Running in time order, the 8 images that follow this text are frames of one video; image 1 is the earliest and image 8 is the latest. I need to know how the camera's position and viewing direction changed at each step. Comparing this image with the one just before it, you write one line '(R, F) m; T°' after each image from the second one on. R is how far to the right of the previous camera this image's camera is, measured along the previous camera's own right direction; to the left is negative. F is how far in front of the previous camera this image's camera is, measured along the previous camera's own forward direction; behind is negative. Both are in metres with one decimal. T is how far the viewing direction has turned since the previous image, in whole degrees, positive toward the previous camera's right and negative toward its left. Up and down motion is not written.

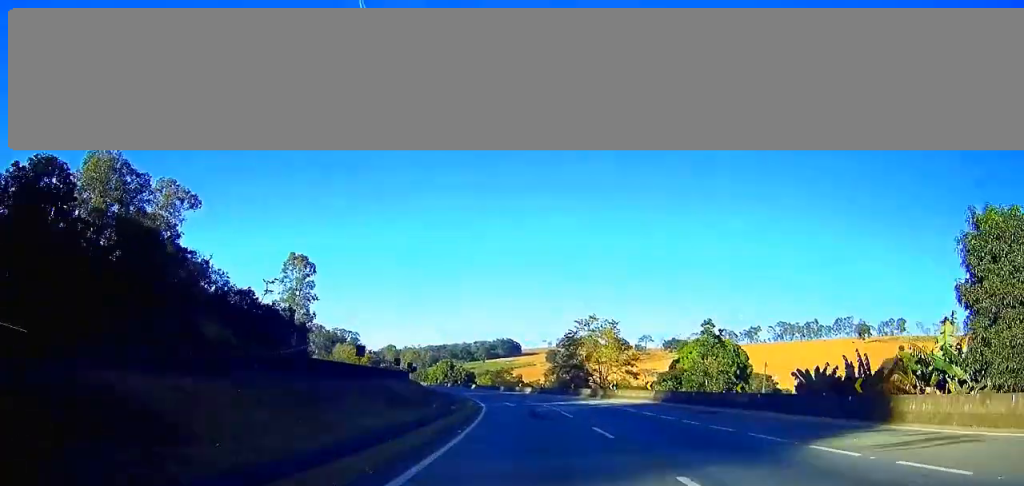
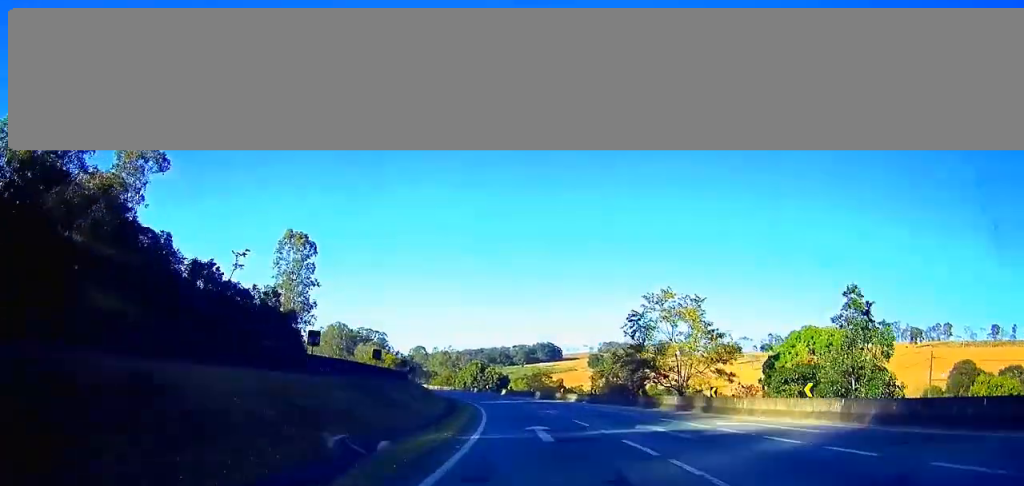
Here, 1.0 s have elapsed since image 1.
(-0.8, +26.9) m; -3°
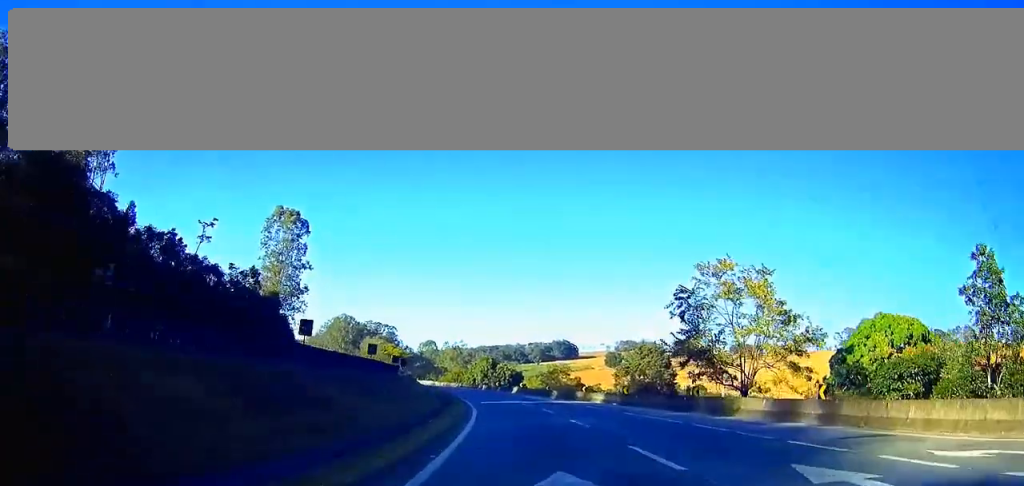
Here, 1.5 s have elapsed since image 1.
(-0.4, +14.5) m; -2°
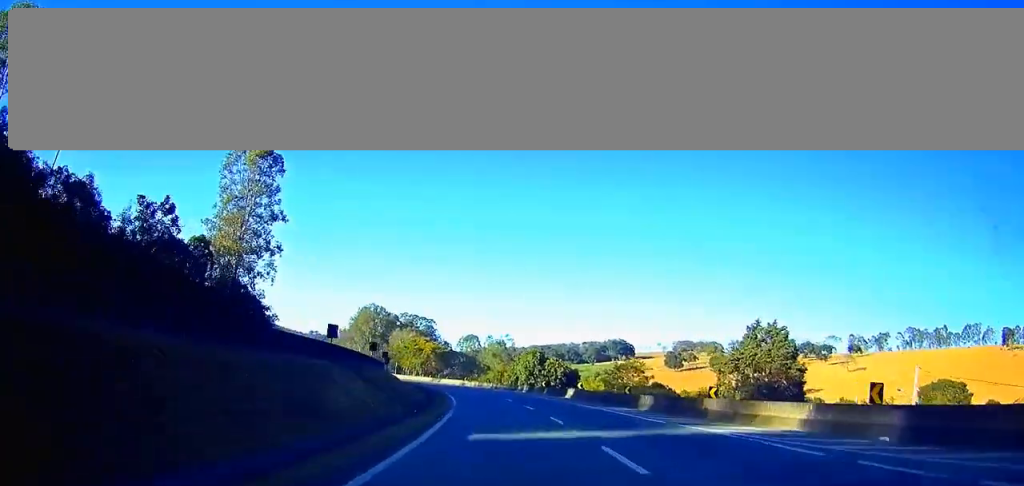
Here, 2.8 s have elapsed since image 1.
(-1.1, +35.4) m; -4°
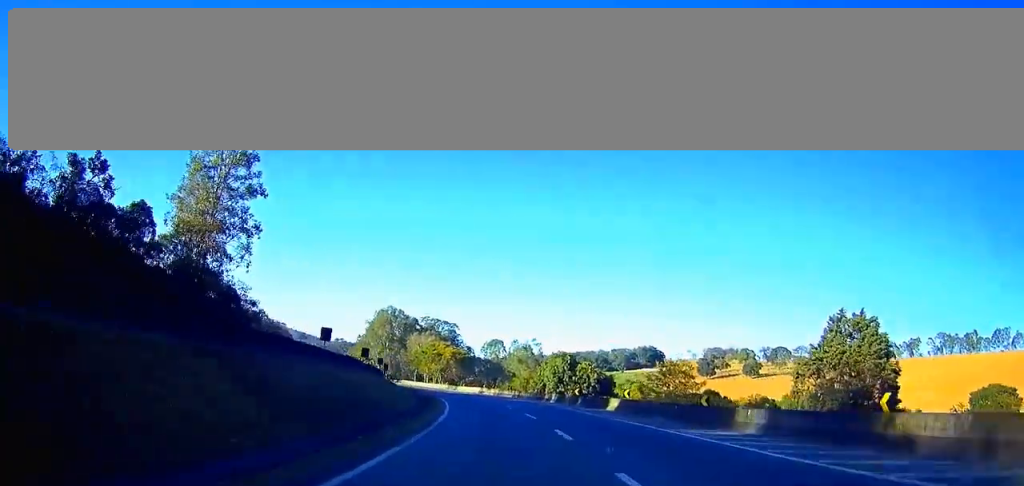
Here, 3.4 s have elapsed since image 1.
(-0.3, +15.4) m; -2°
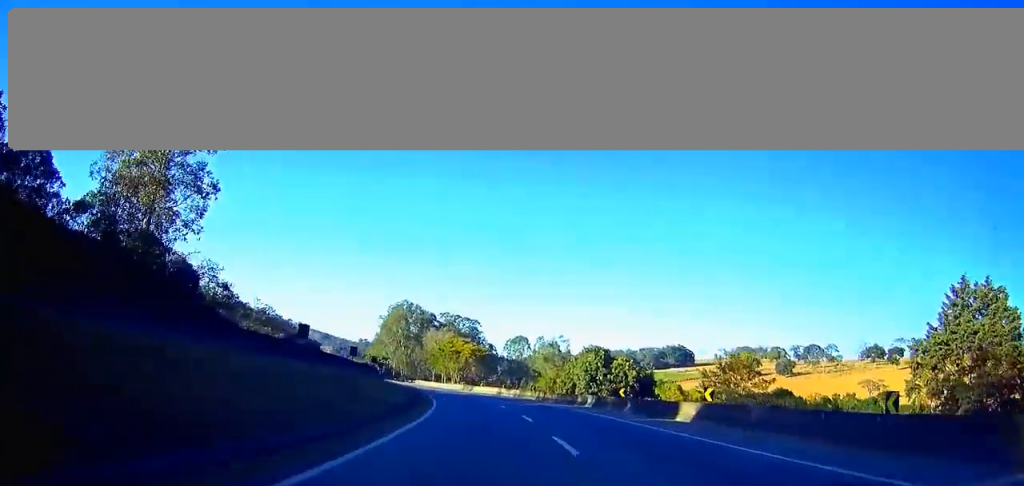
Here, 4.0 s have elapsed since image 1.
(-0.1, +16.4) m; -3°
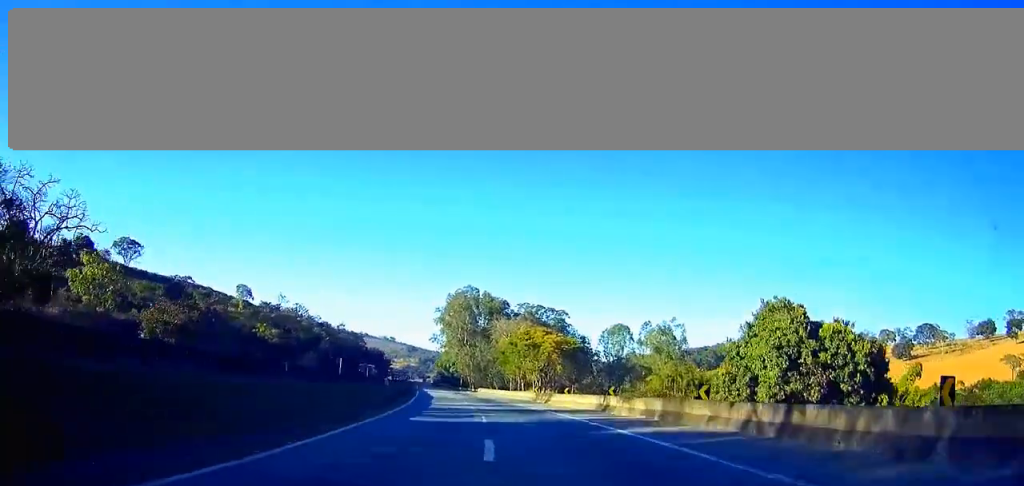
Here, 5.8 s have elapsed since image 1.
(-3.3, +48.0) m; -7°
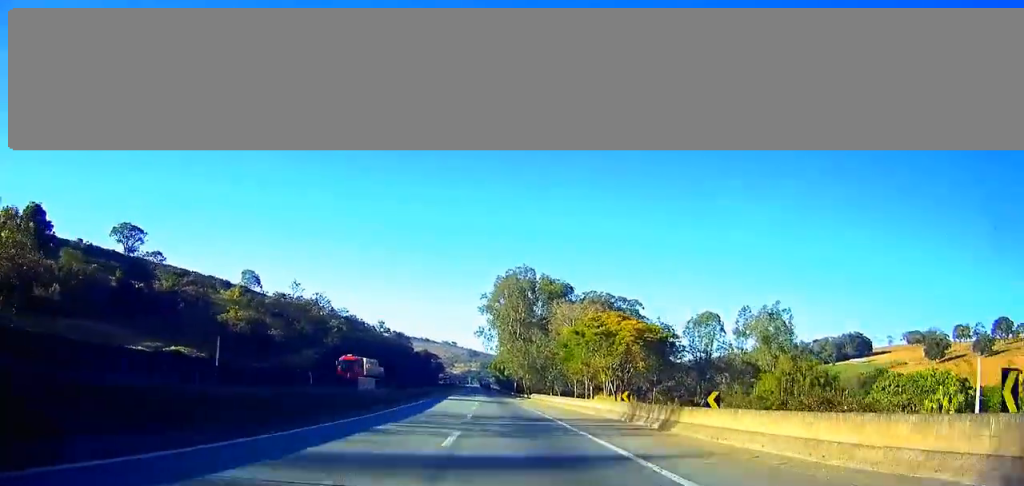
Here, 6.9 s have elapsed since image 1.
(-1.3, +31.7) m; -5°
